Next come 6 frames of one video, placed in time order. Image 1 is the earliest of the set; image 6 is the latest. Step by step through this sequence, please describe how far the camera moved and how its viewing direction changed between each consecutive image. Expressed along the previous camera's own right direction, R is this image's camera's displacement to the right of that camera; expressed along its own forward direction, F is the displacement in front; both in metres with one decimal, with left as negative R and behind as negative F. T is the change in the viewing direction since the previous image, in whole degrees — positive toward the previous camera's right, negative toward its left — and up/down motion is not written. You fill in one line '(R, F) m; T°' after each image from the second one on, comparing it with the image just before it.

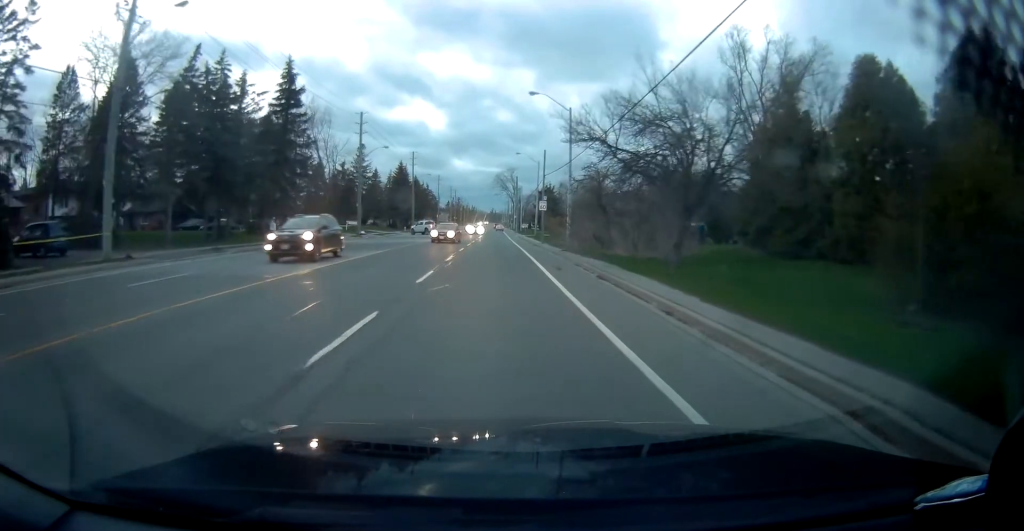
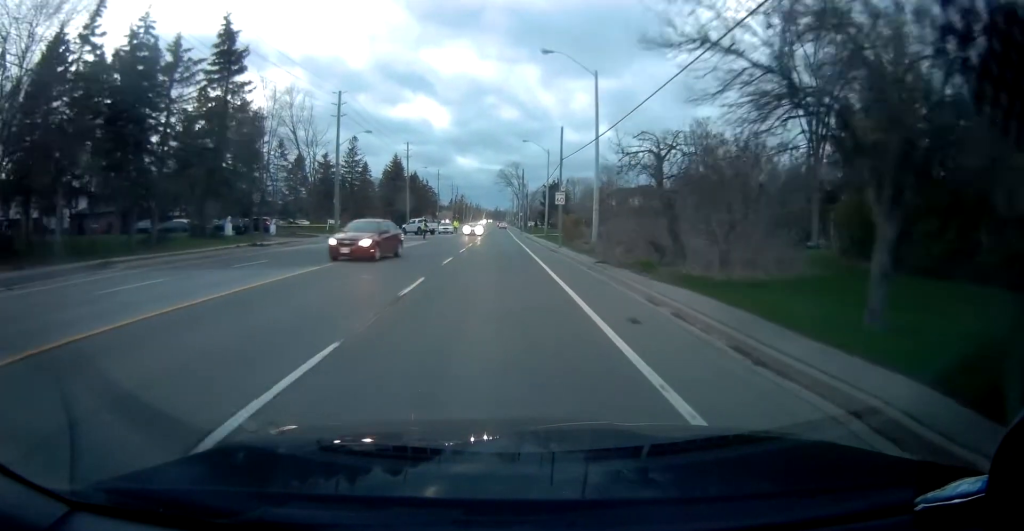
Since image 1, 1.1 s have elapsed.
(0.0, +10.7) m; +1°
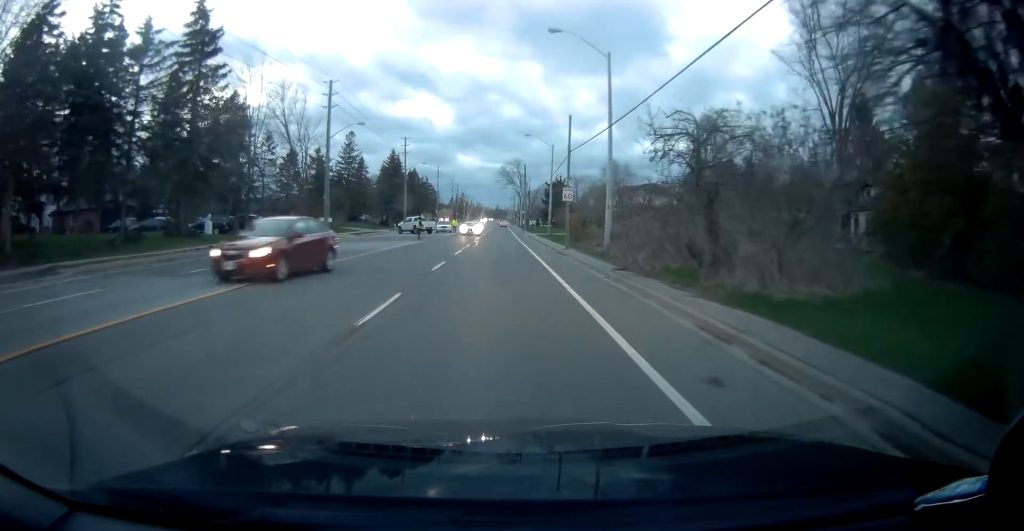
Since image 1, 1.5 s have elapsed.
(0.0, +3.6) m; 0°
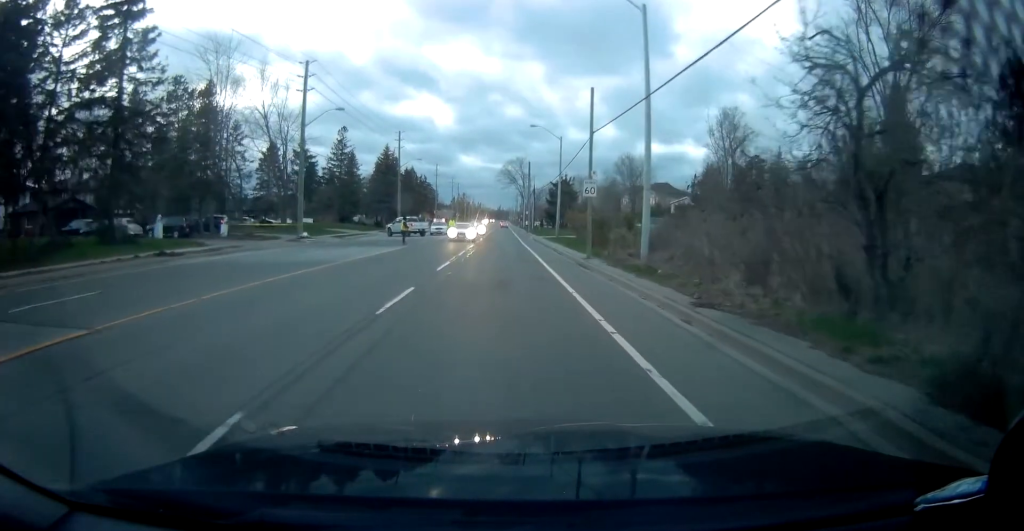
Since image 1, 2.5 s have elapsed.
(+0.1, +8.2) m; 0°
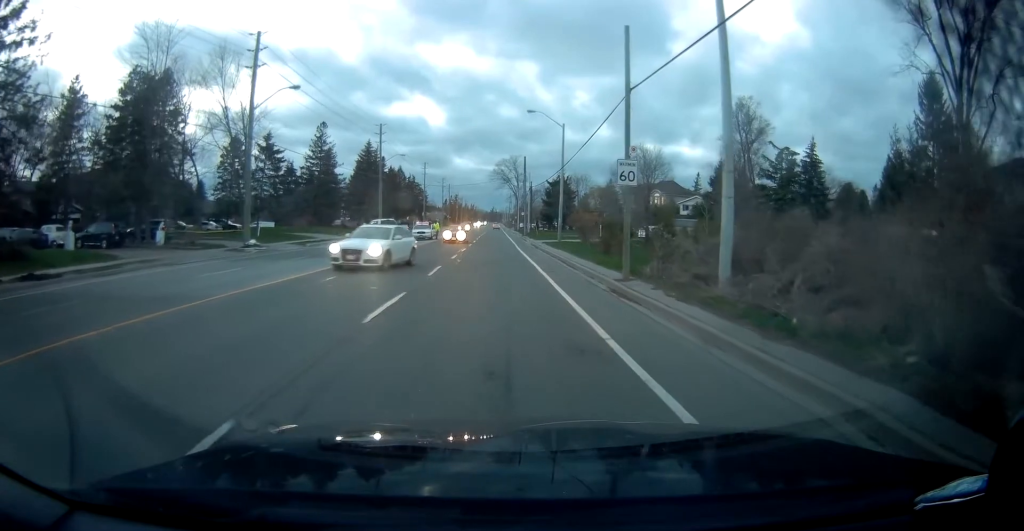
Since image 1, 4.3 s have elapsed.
(-0.6, +9.4) m; -4°
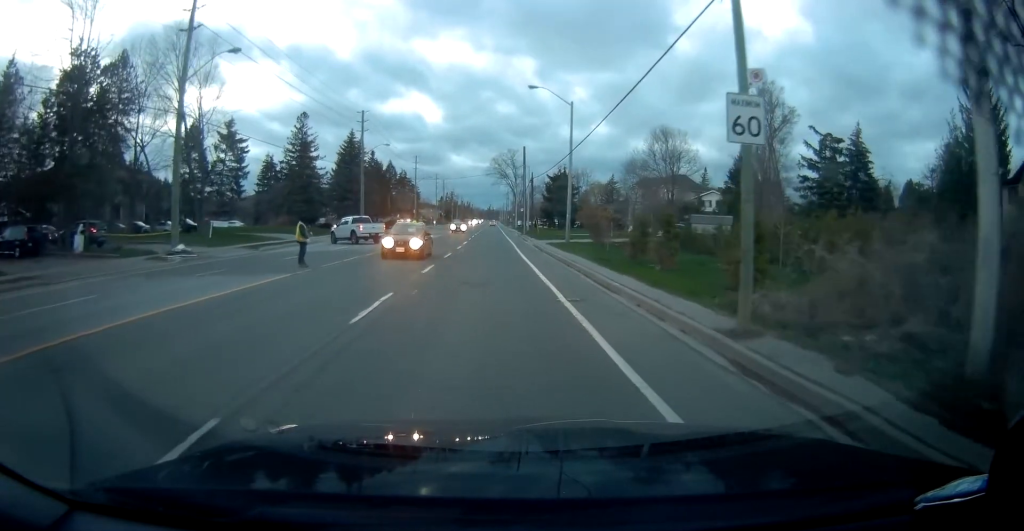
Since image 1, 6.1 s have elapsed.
(+0.3, +7.9) m; +2°
